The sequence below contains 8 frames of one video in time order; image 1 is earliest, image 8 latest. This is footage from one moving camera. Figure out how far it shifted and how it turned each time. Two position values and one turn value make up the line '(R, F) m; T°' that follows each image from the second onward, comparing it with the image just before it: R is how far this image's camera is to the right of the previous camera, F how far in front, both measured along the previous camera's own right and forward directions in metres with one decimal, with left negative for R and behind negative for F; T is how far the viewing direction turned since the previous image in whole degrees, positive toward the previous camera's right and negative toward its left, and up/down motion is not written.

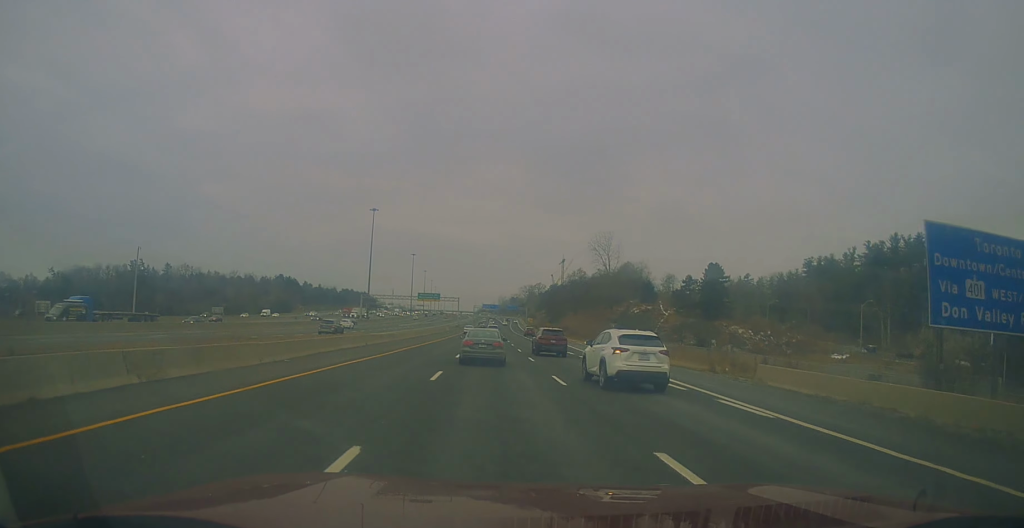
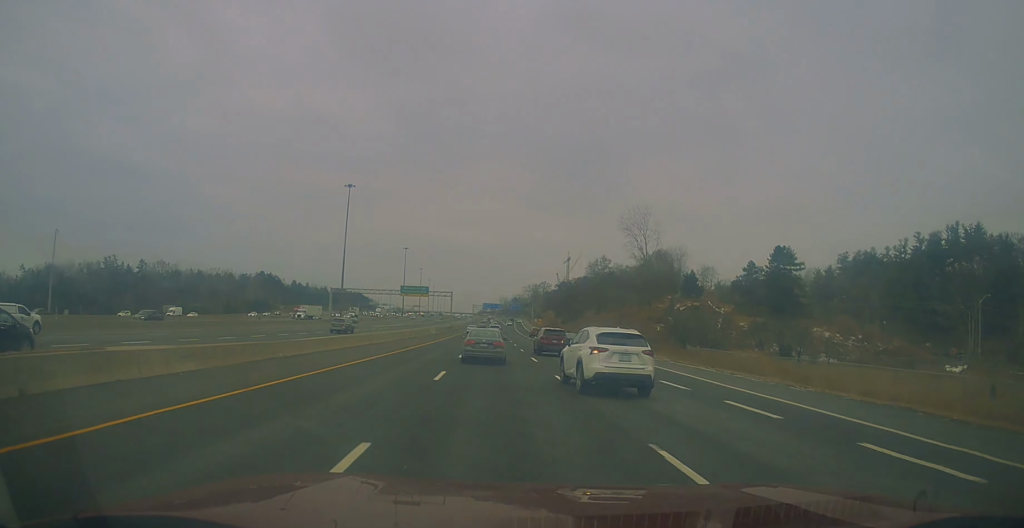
(-0.3, +36.3) m; 0°
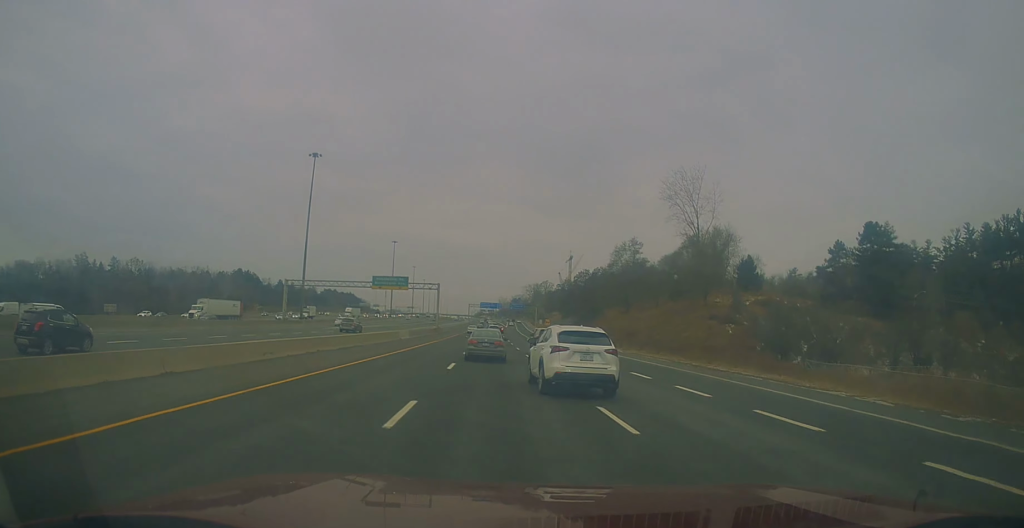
(+0.3, +31.0) m; +1°
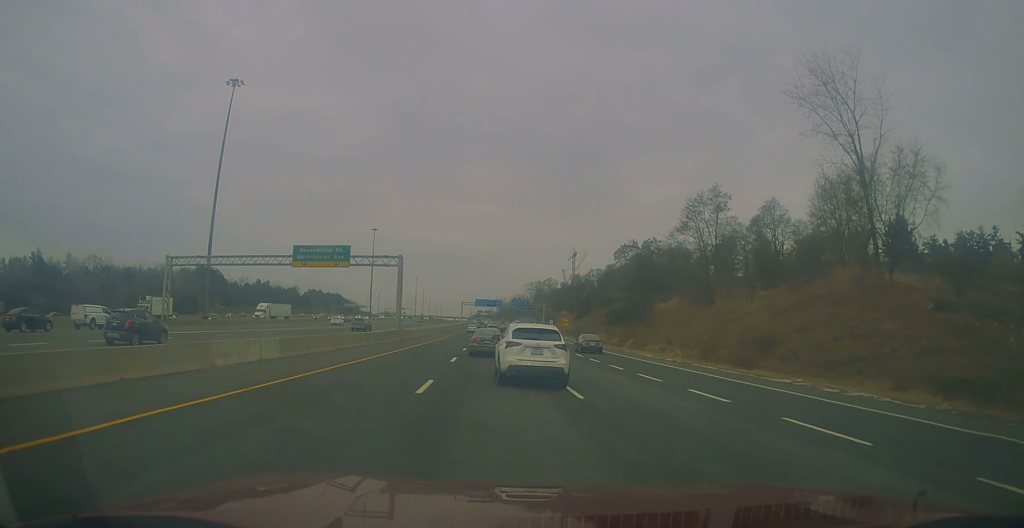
(0.0, +44.8) m; -1°
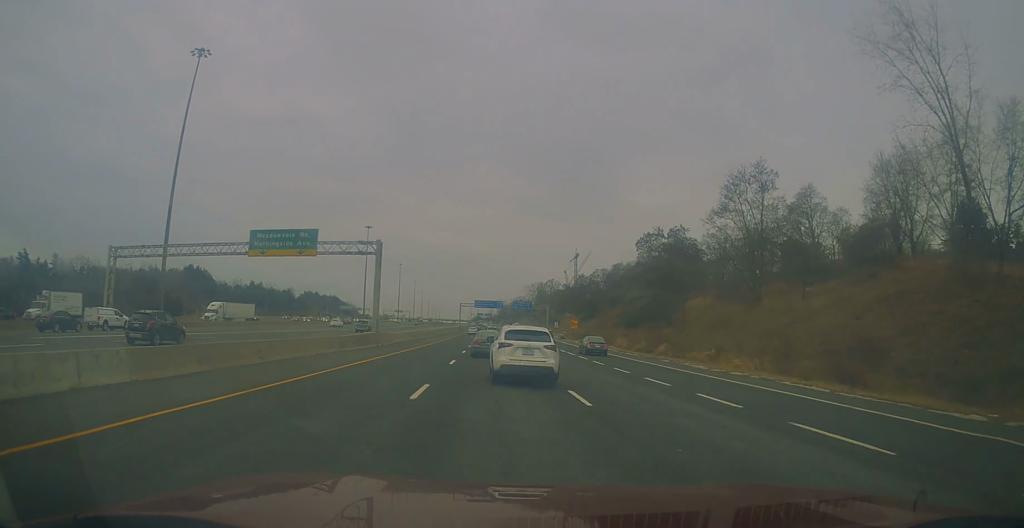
(0.0, +12.6) m; +1°
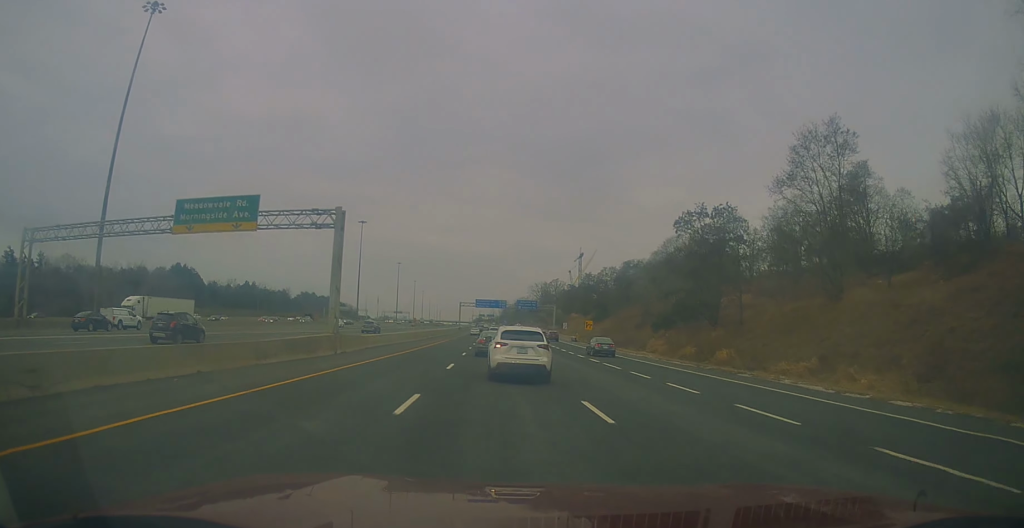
(-0.2, +14.5) m; +1°
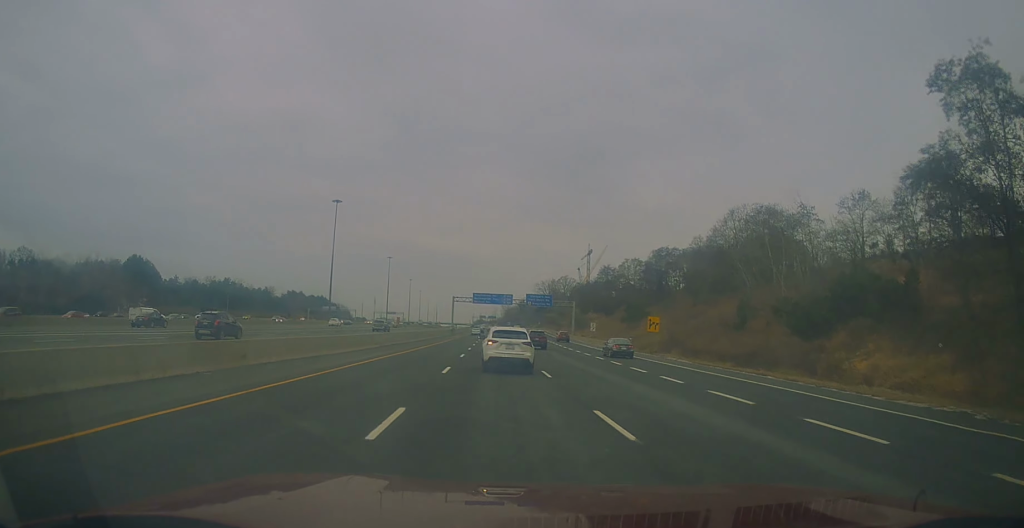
(+0.4, +38.1) m; -1°
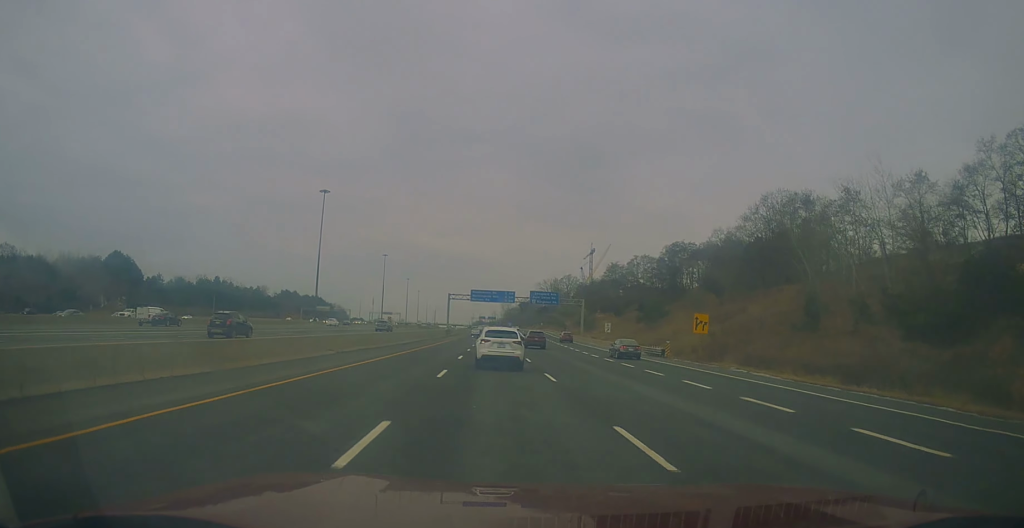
(-0.2, +13.6) m; -1°
